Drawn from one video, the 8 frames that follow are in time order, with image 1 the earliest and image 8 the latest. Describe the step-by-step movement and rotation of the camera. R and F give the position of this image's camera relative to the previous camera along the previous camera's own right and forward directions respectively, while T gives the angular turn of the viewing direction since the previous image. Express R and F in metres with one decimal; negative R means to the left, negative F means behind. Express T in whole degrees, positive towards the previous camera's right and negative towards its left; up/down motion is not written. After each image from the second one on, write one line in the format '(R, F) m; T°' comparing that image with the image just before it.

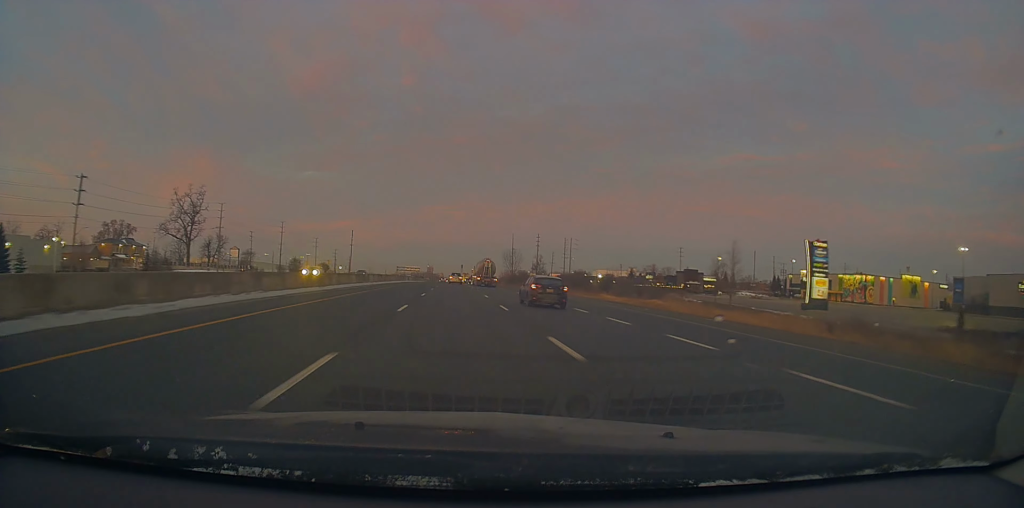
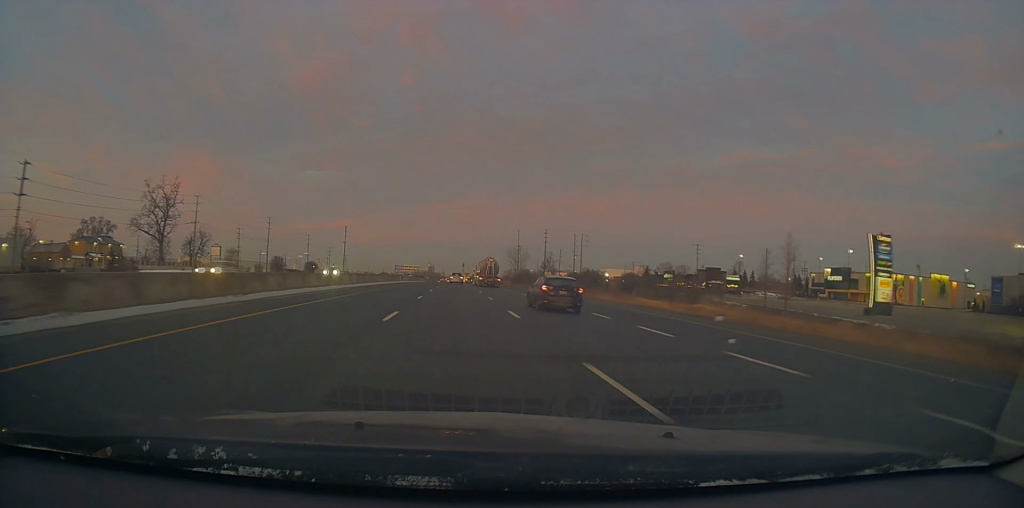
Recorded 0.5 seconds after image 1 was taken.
(+0.5, +15.7) m; 0°
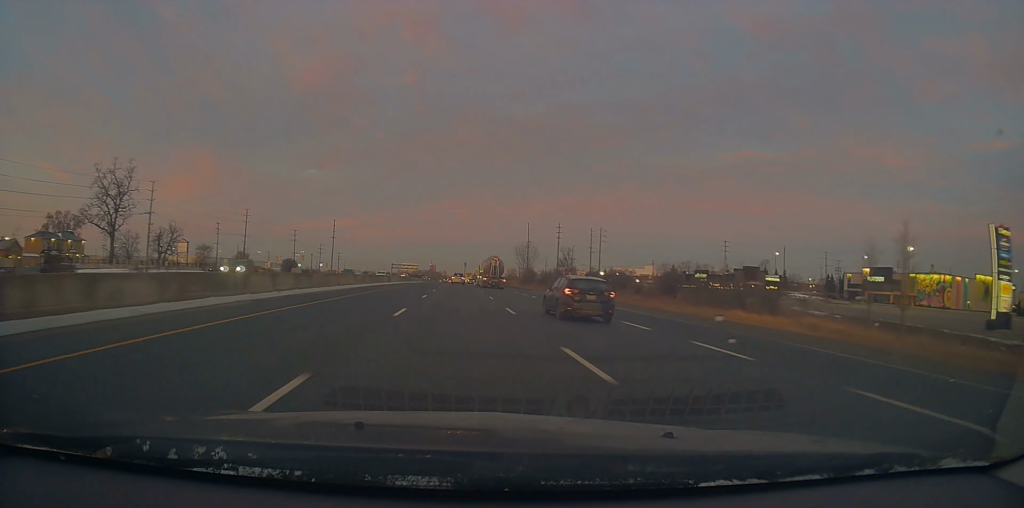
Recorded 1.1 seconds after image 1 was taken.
(+0.2, +22.5) m; 0°
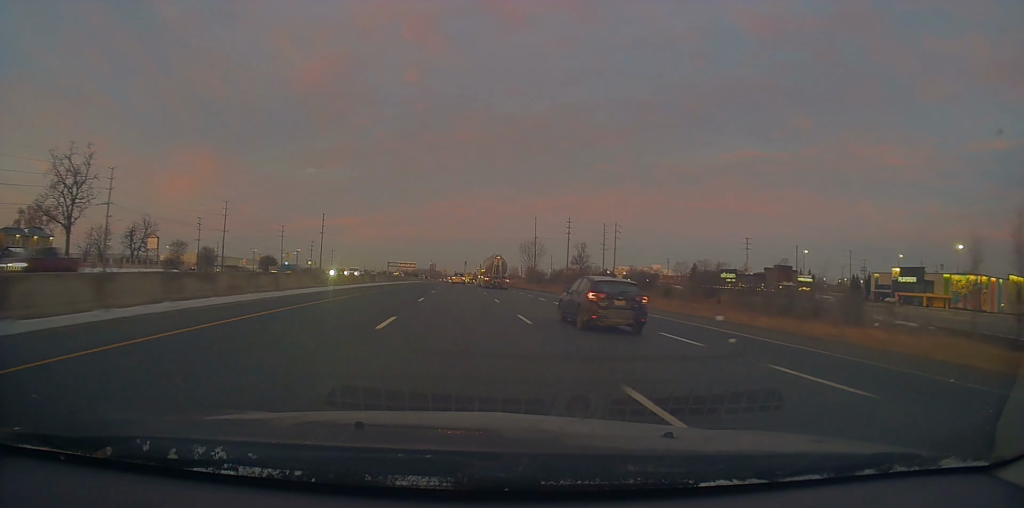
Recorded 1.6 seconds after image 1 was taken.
(-0.5, +15.8) m; 0°
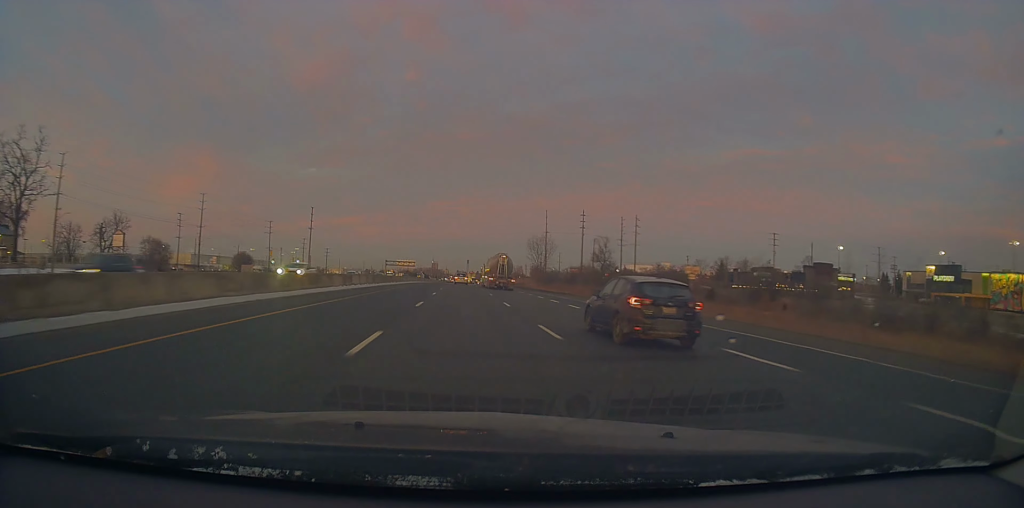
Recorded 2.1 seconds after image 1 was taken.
(-0.1, +15.9) m; 0°
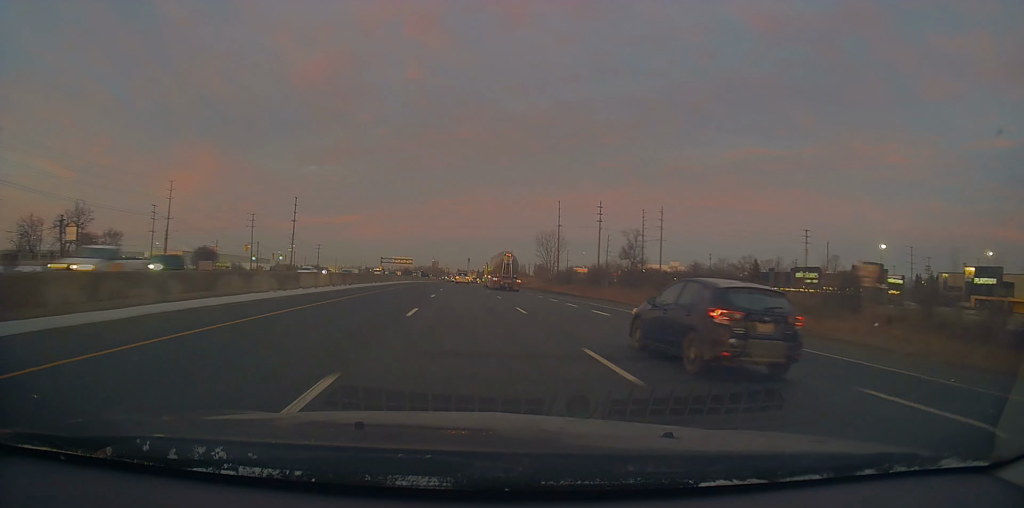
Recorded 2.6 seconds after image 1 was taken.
(+0.3, +17.1) m; 0°
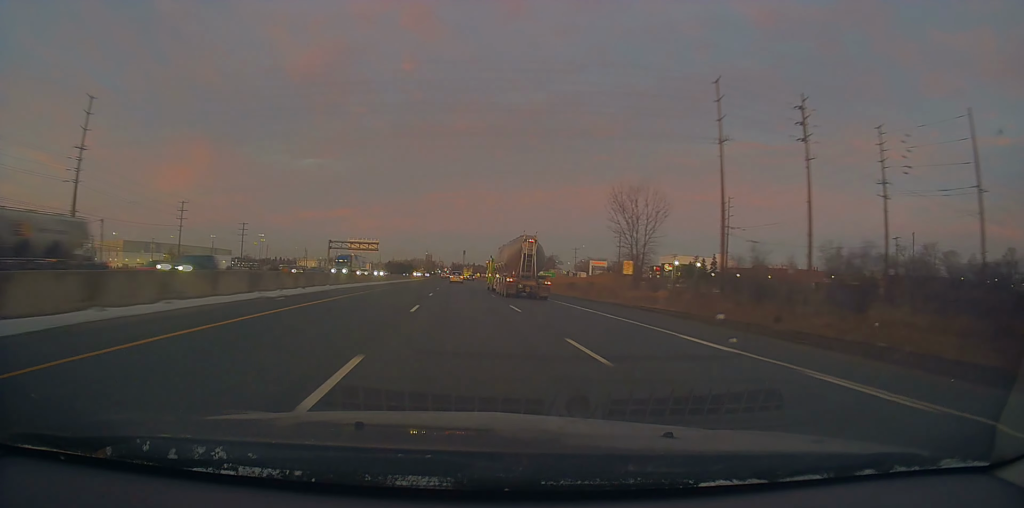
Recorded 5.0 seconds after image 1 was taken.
(-0.1, +84.3) m; 0°
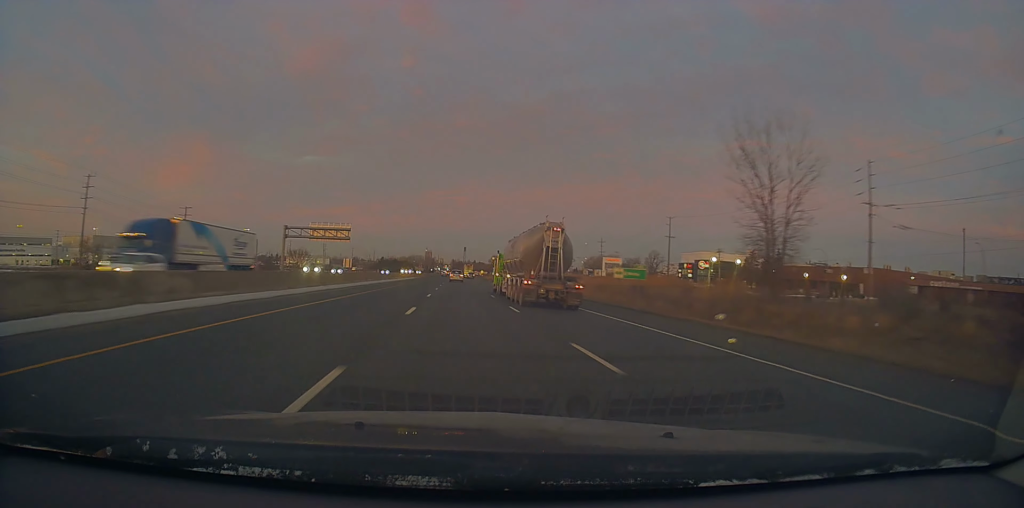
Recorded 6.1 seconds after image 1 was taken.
(-0.1, +37.4) m; +1°
